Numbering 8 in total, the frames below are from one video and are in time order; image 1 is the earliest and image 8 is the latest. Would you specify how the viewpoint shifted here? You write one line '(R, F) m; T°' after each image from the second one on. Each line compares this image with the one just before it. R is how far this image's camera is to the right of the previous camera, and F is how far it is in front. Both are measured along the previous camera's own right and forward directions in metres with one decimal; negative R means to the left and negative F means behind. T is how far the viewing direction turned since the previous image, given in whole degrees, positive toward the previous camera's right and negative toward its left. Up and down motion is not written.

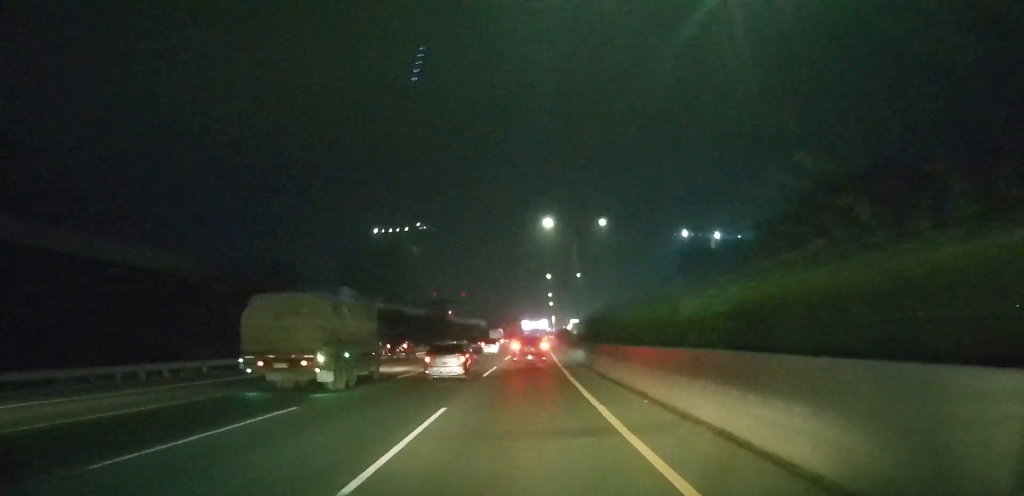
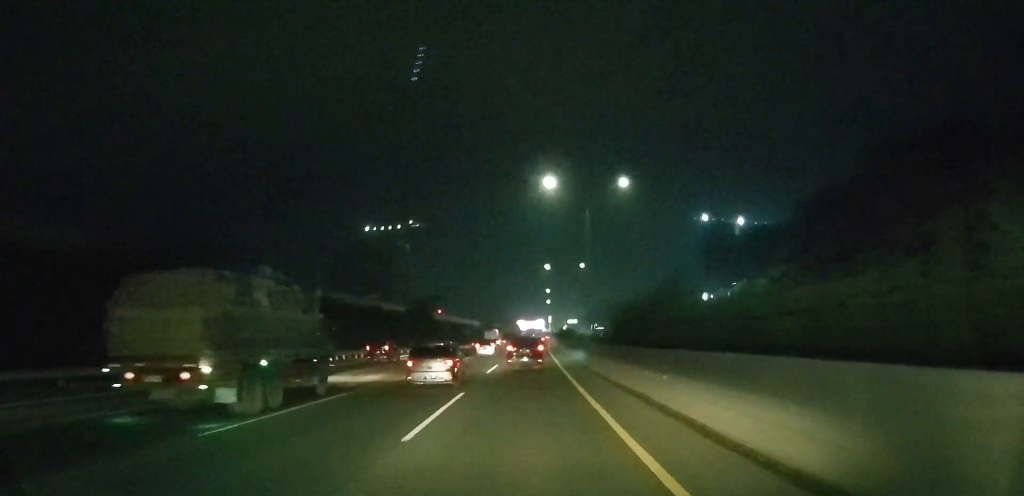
(+0.1, +15.7) m; 0°
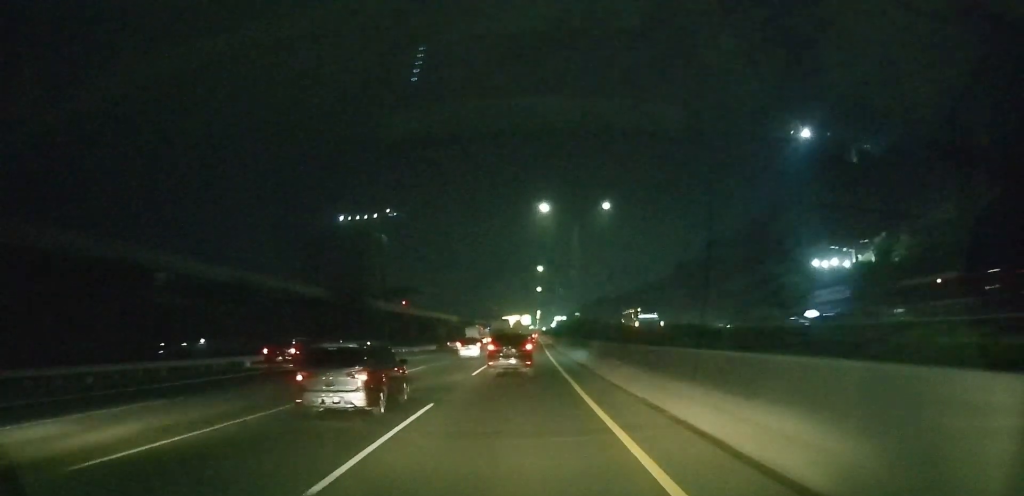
(+0.3, +43.0) m; +1°
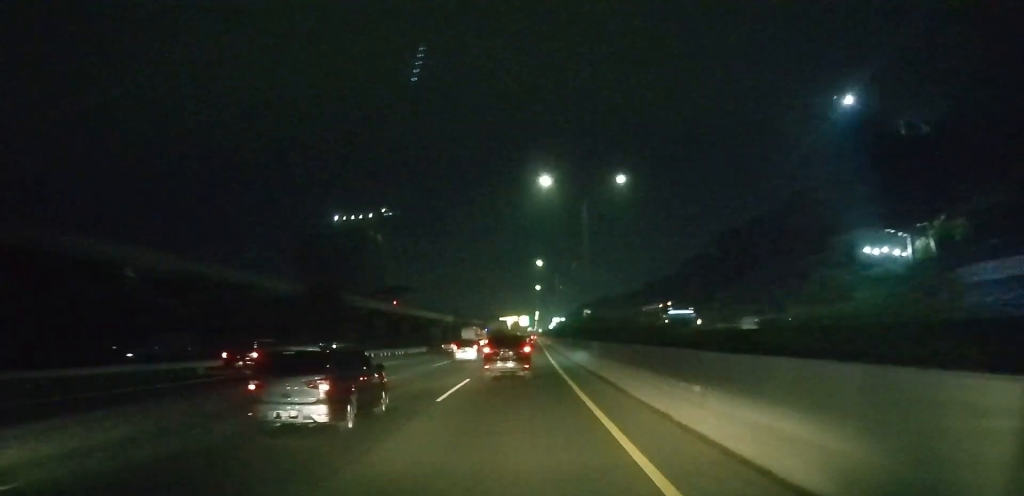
(+0.1, +9.8) m; 0°
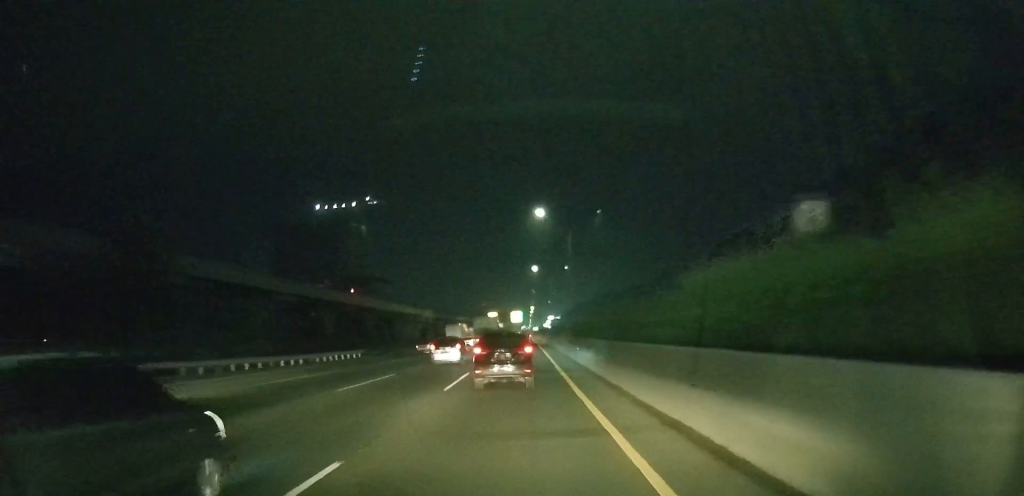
(+0.2, +38.4) m; +1°
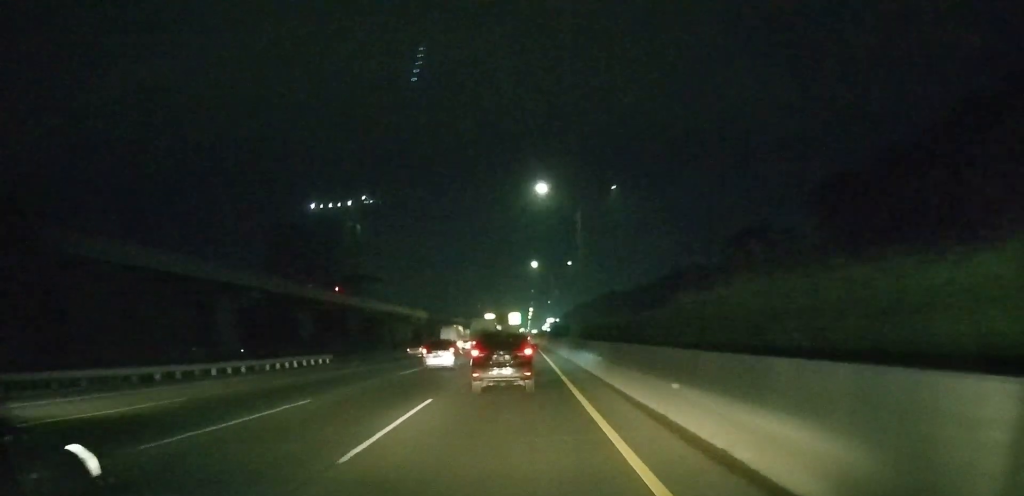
(0.0, +11.1) m; 0°
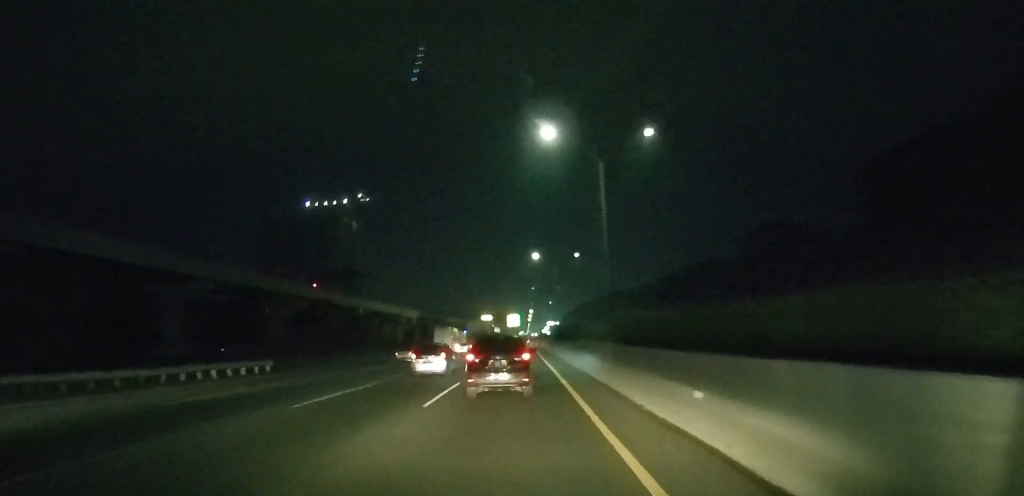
(0.0, +13.9) m; 0°
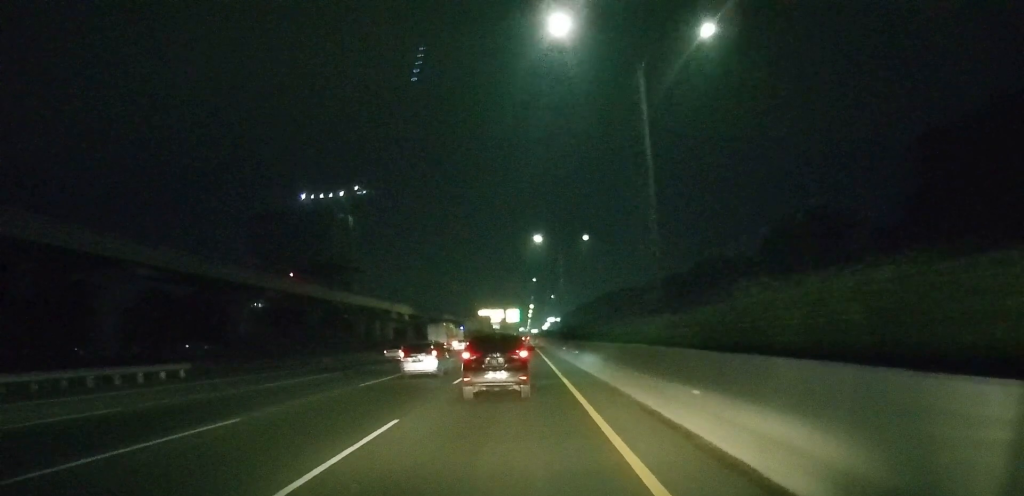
(0.0, +12.5) m; 0°
